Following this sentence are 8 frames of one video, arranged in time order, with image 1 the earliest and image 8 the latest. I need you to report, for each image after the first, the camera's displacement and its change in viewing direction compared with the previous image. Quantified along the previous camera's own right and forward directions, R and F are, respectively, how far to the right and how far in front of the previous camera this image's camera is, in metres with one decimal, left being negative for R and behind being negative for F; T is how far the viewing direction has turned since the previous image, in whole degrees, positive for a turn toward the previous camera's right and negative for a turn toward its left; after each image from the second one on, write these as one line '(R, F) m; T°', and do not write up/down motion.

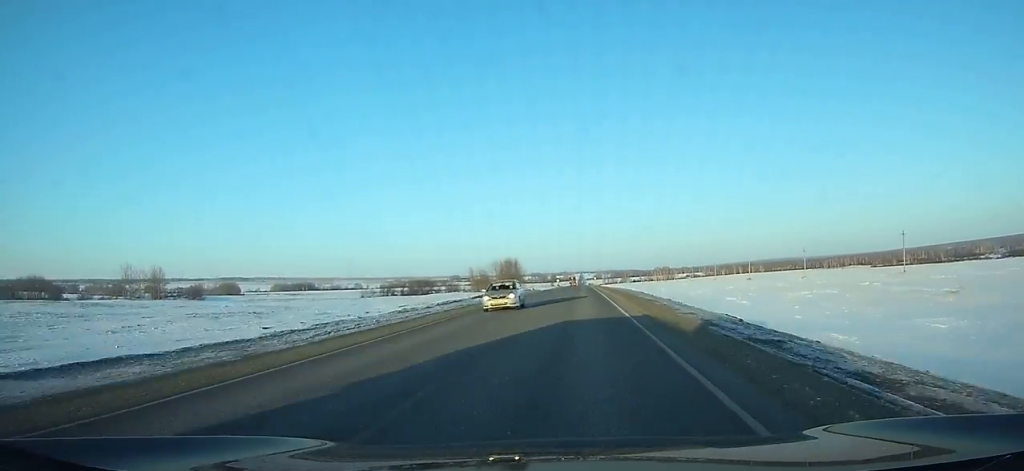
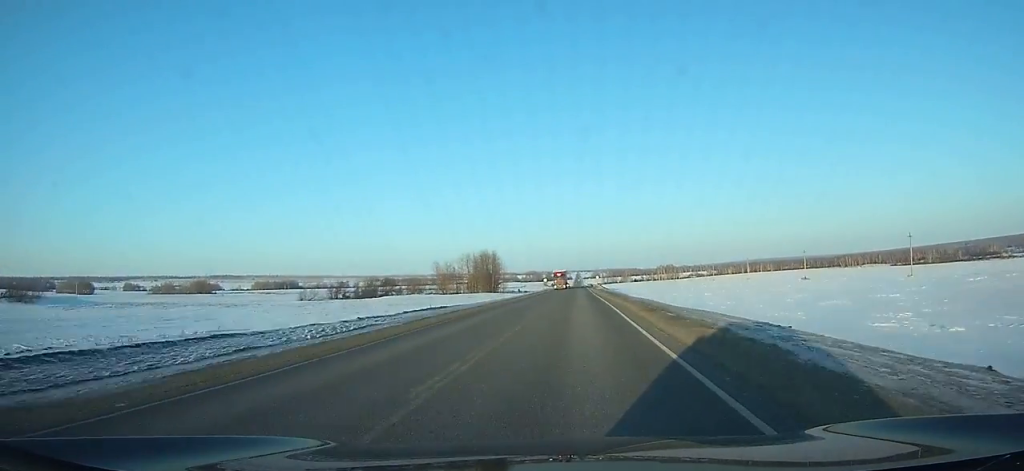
(+0.1, +62.8) m; 0°
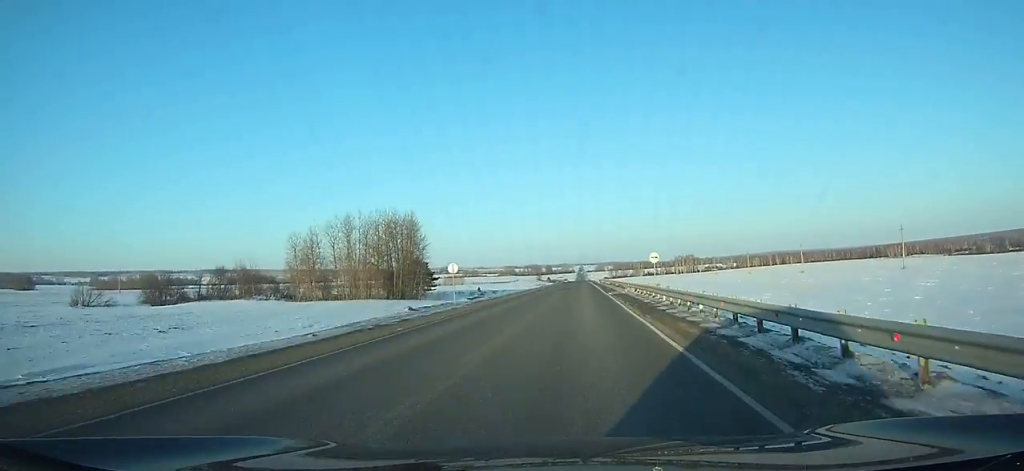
(+0.2, +116.9) m; 0°
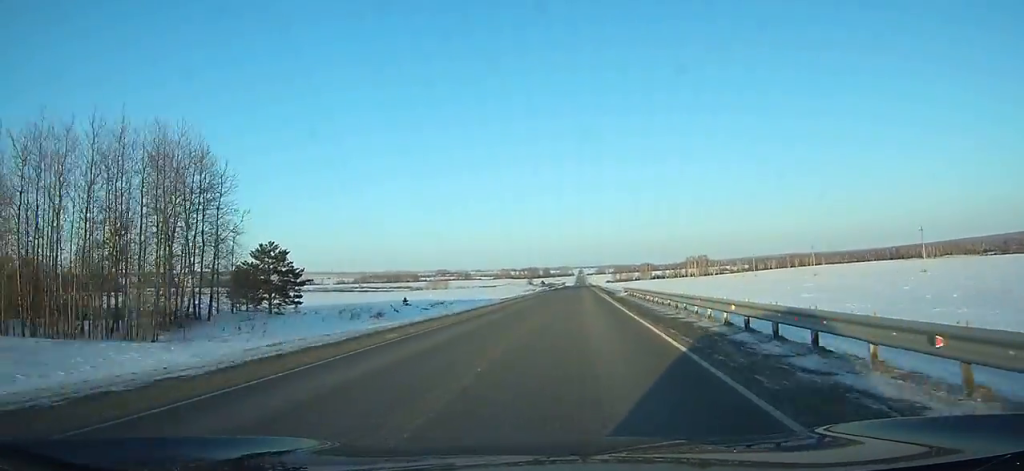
(+0.1, +70.7) m; 0°
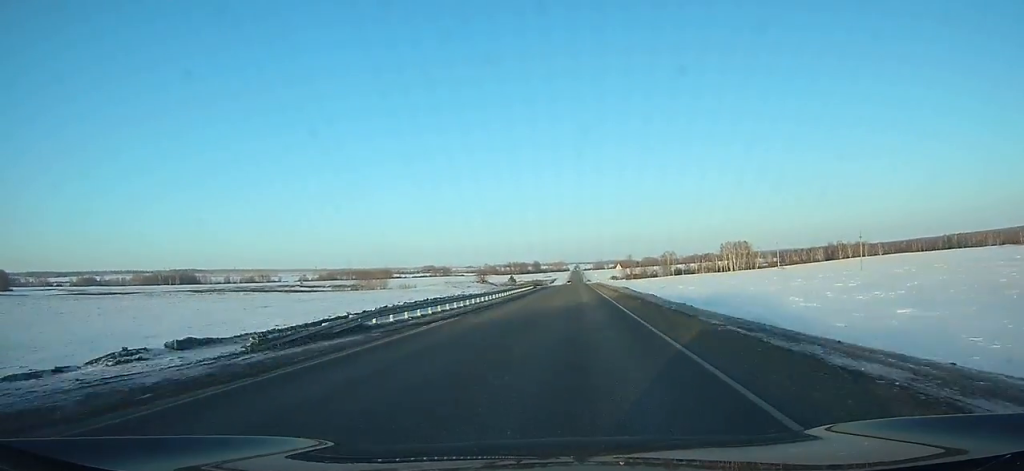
(+0.1, +154.8) m; 0°
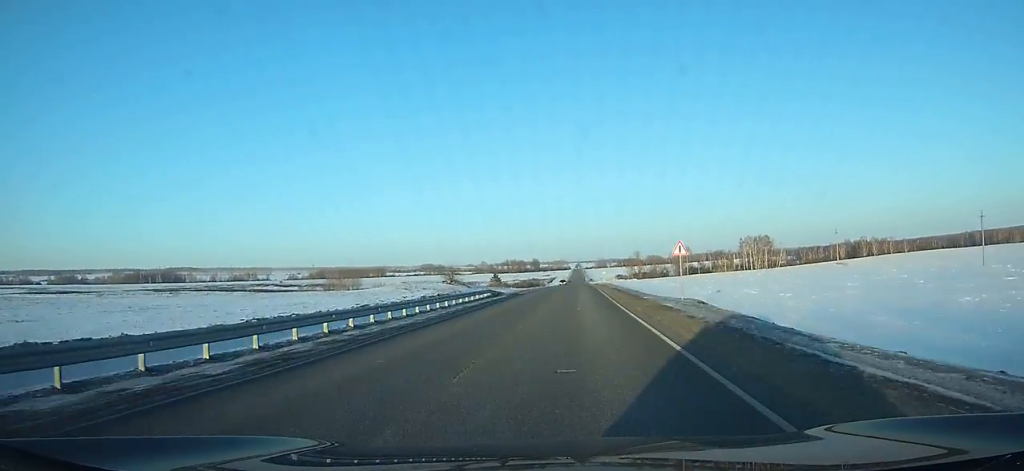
(+0.1, +46.3) m; 0°
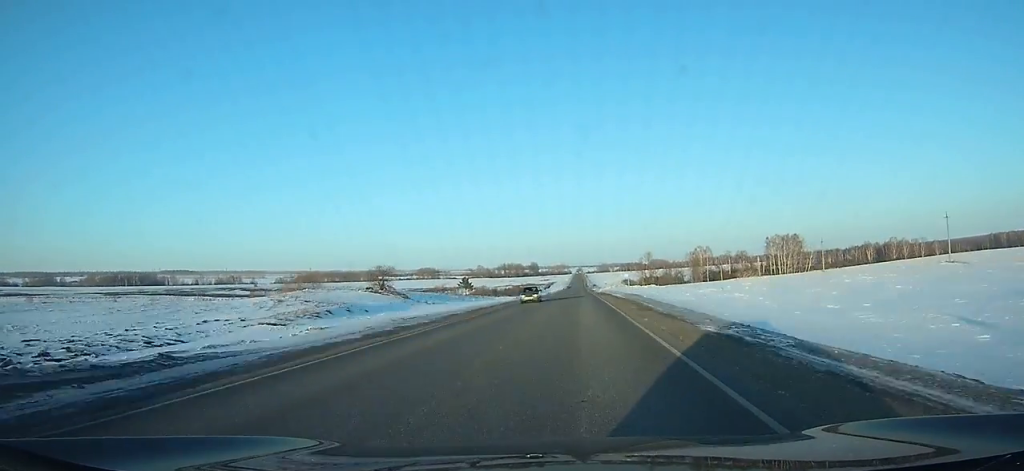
(-0.2, +49.6) m; 0°
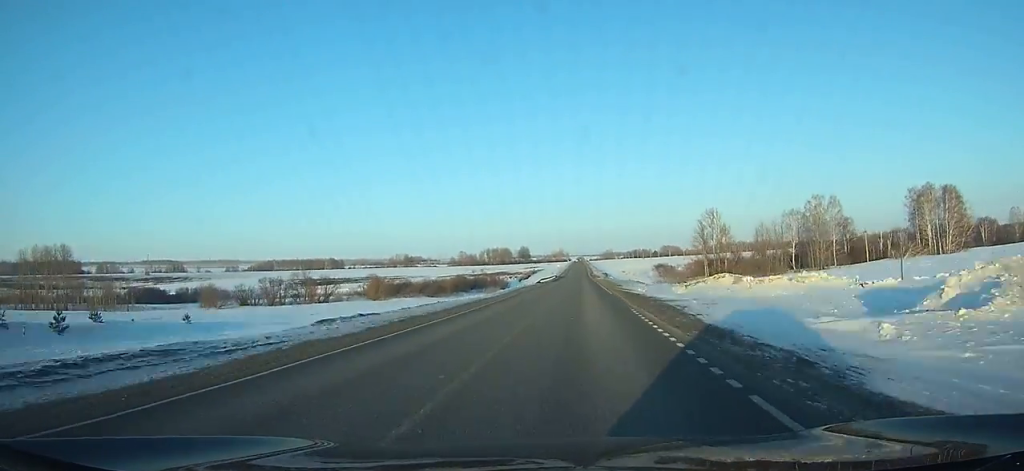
(-0.4, +144.5) m; 0°
